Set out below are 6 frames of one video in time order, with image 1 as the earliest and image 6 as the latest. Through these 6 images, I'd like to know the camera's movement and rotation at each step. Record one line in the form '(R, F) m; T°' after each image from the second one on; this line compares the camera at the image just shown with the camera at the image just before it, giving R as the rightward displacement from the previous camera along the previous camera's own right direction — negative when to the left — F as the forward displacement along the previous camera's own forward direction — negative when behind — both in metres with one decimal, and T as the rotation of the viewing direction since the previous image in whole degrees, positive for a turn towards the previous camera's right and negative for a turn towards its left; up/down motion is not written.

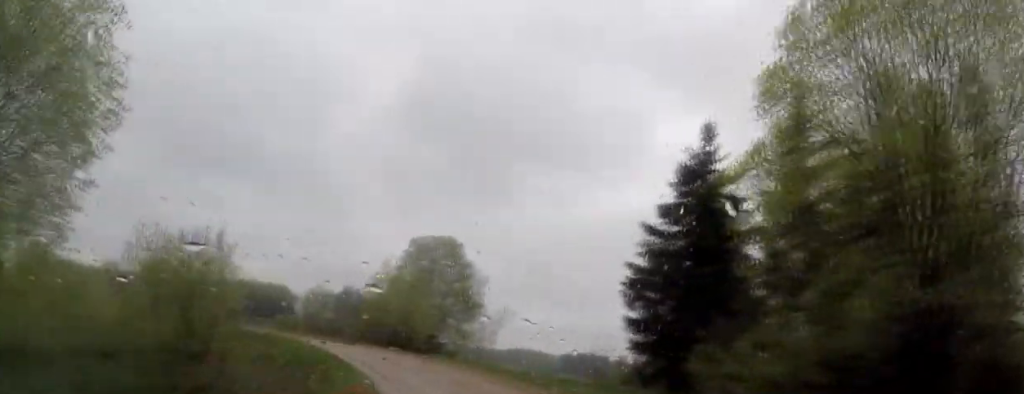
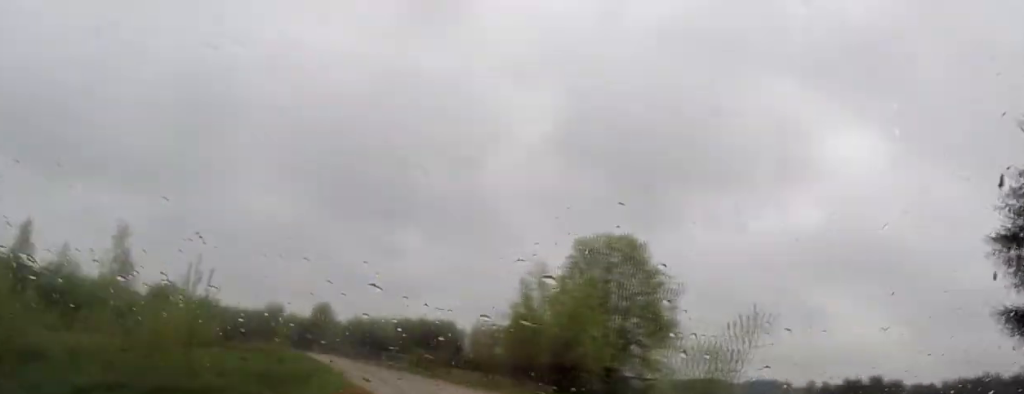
(-2.2, +14.5) m; -10°
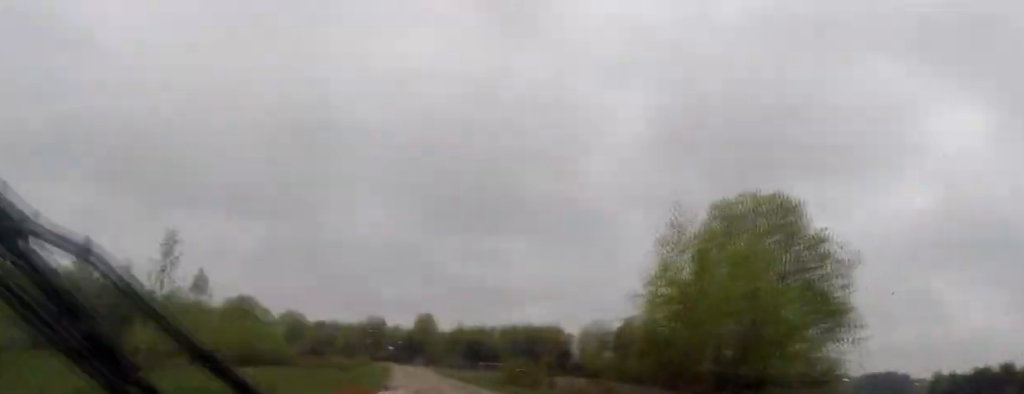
(0.0, +9.3) m; -10°
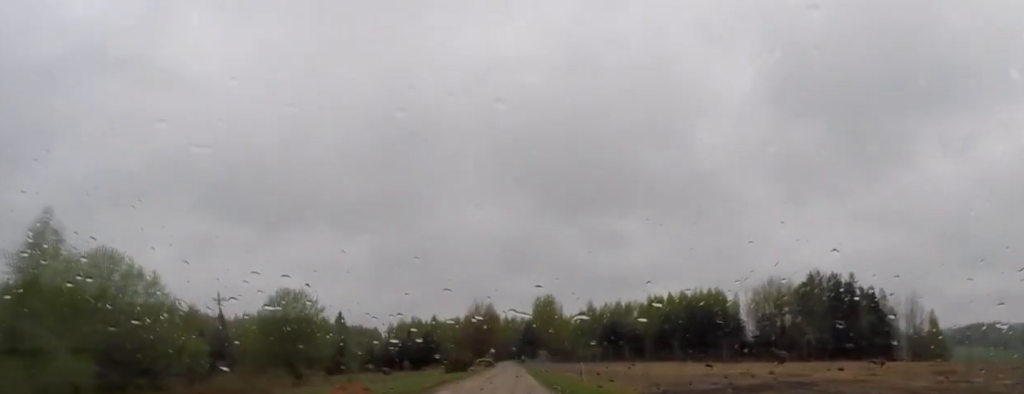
(-19.4, +43.5) m; -30°
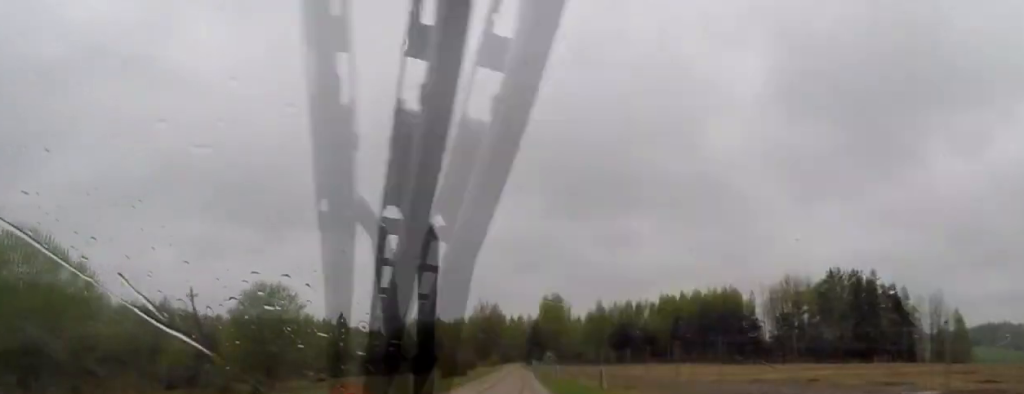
(+0.1, +6.7) m; -2°
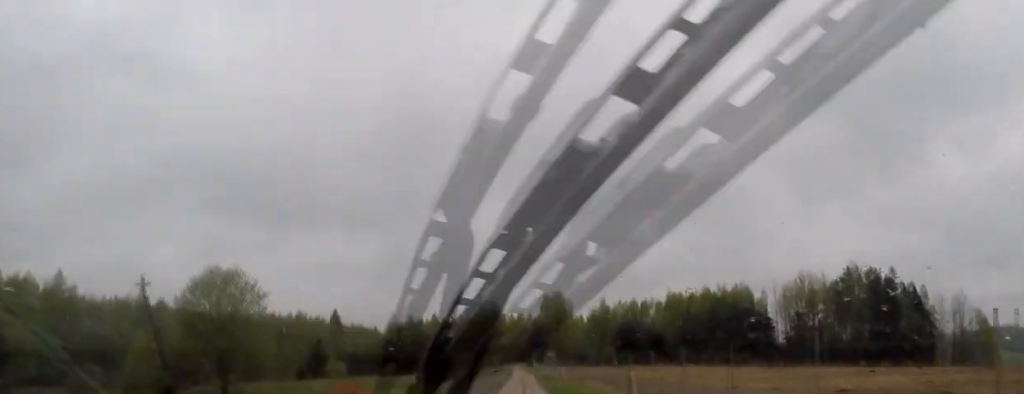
(+0.1, +7.7) m; -2°
